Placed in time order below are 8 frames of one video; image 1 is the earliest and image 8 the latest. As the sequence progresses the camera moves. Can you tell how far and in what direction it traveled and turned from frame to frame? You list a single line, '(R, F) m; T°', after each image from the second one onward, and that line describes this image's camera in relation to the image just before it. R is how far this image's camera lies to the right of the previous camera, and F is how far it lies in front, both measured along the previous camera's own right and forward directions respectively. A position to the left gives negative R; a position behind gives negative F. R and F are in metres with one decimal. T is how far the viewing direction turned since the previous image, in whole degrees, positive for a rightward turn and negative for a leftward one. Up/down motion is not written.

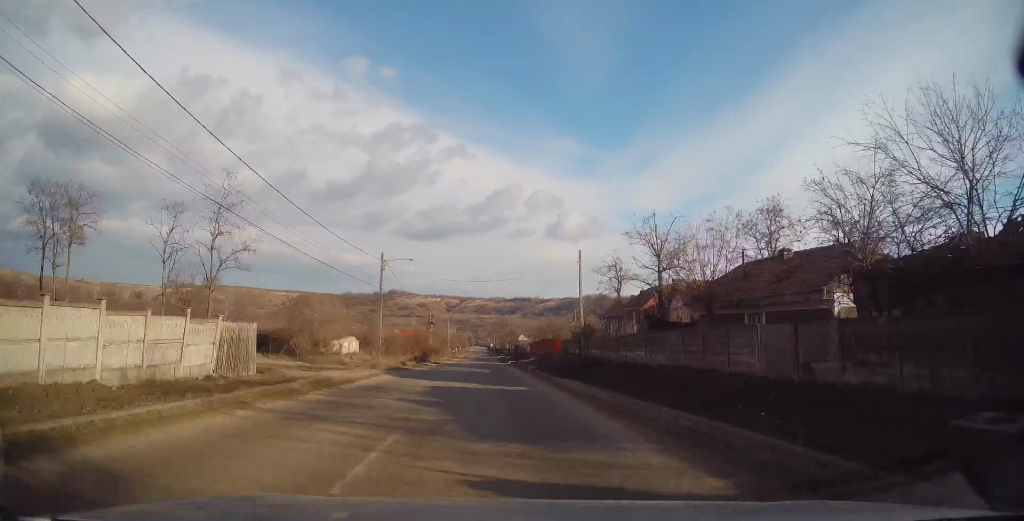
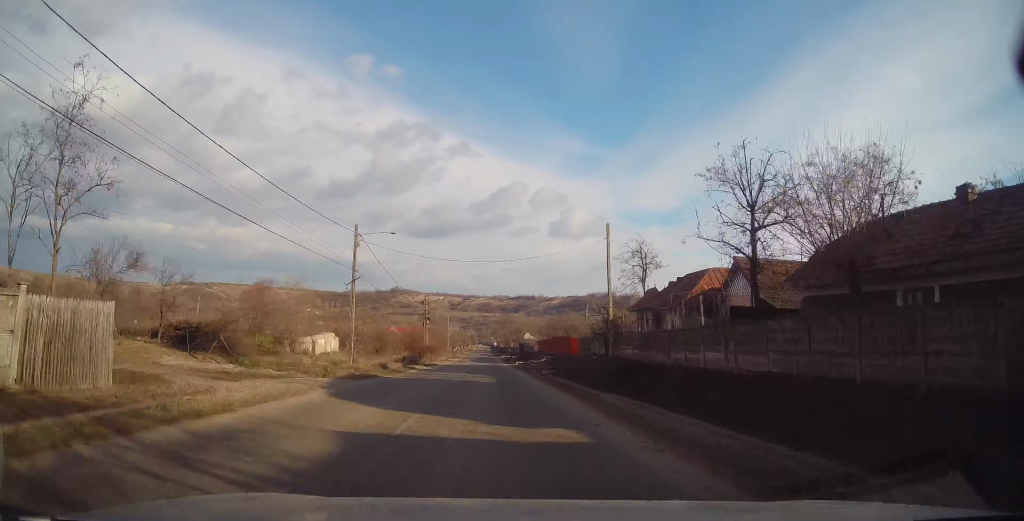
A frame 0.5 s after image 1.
(0.0, +8.9) m; 0°
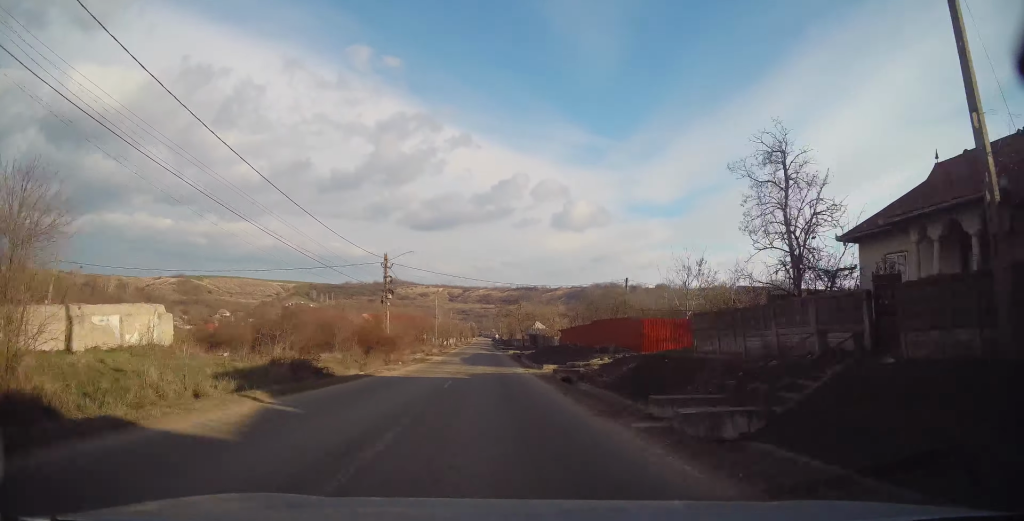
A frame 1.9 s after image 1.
(0.0, +27.6) m; 0°
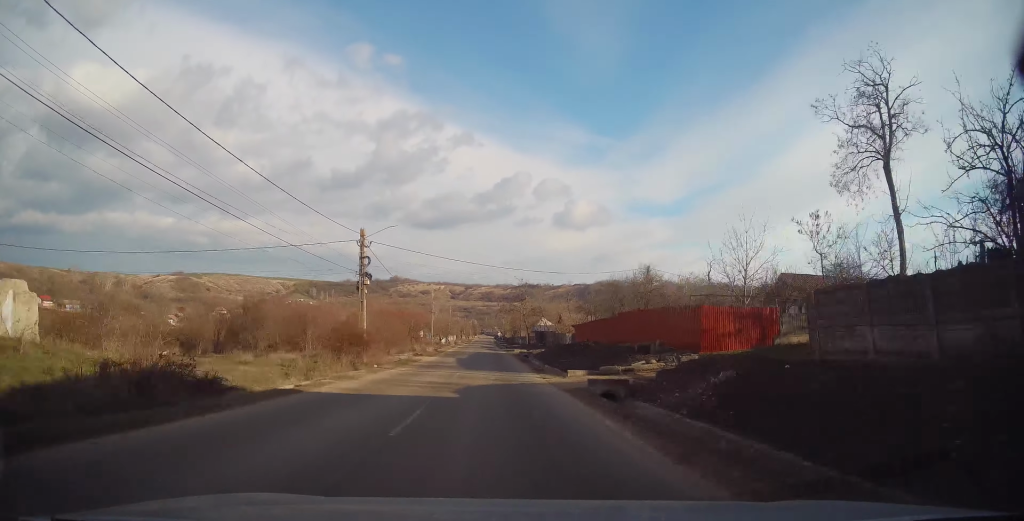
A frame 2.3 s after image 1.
(0.0, +7.8) m; -1°
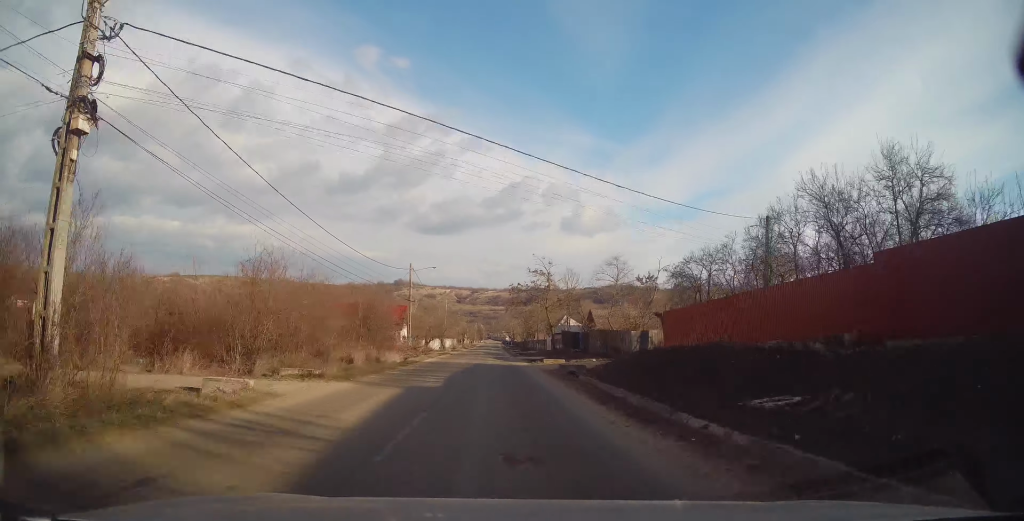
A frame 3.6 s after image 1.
(-0.4, +25.5) m; -1°
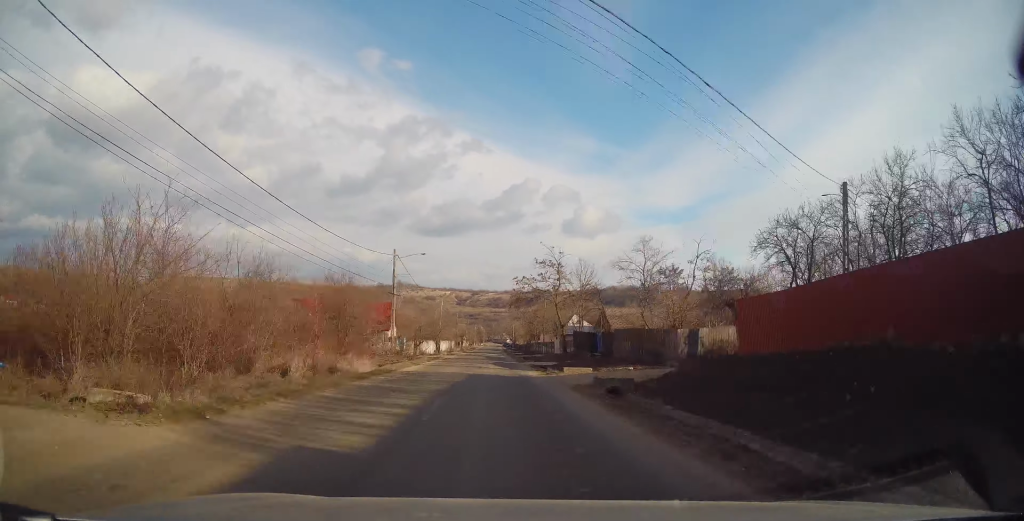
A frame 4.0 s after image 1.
(0.0, +8.5) m; 0°
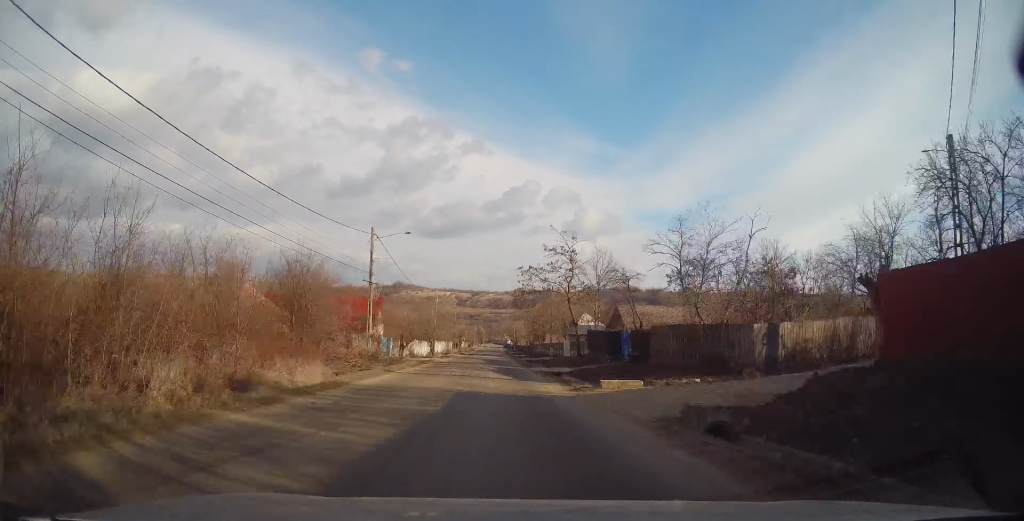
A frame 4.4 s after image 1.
(+0.1, +8.2) m; +1°
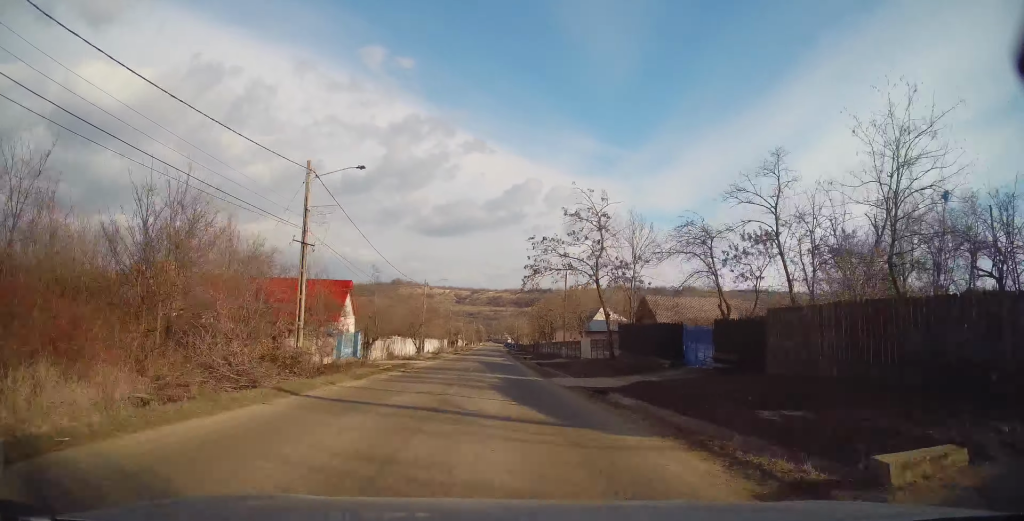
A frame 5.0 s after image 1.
(+0.1, +11.7) m; 0°
